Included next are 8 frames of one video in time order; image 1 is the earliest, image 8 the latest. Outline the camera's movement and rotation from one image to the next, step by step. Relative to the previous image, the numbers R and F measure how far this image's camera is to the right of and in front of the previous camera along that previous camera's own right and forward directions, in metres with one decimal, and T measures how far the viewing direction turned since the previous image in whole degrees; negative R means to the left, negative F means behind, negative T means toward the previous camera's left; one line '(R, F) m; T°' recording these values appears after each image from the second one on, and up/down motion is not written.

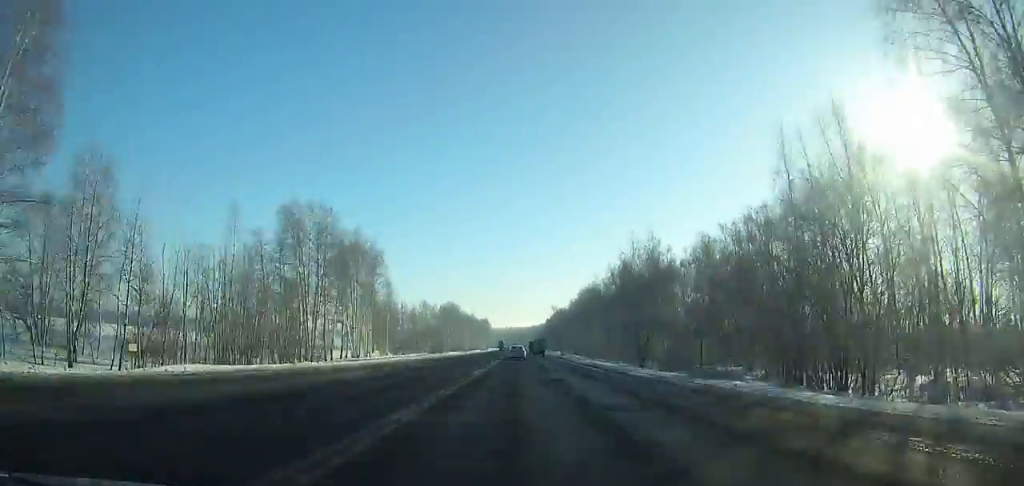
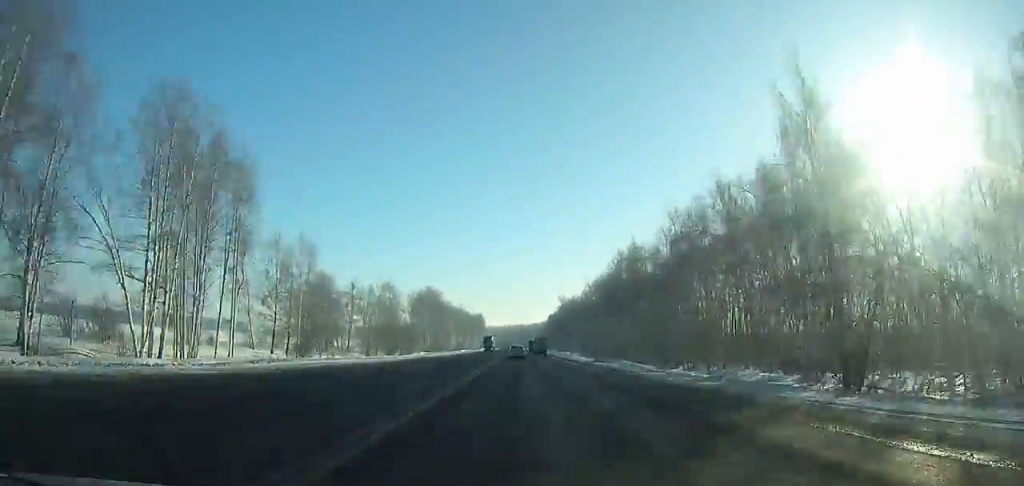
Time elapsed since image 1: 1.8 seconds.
(+0.1, +54.8) m; 0°
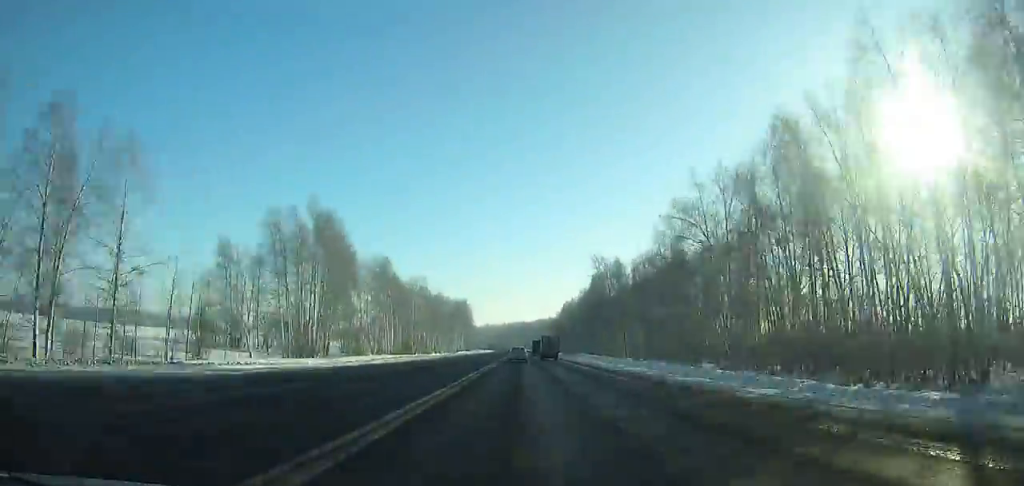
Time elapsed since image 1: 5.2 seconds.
(-0.3, +103.5) m; 0°
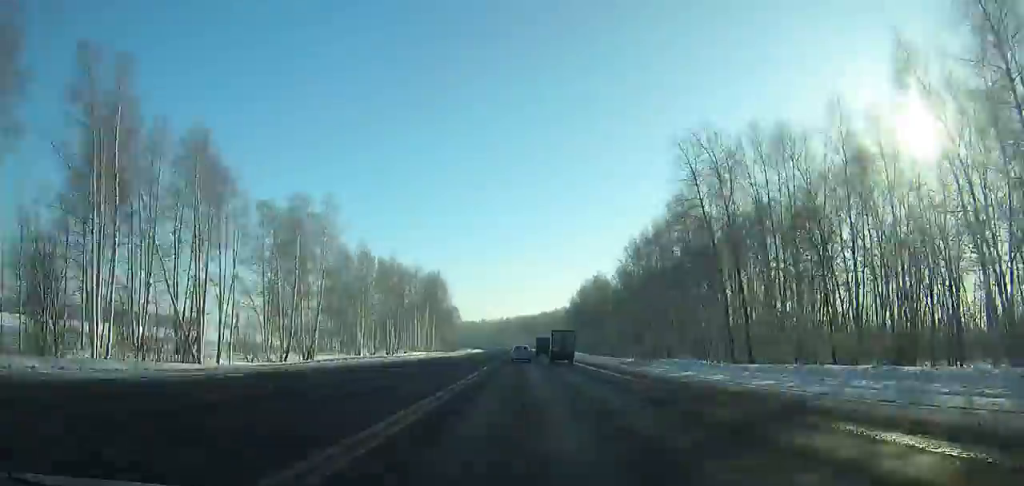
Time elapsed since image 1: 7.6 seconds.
(0.0, +72.4) m; 0°
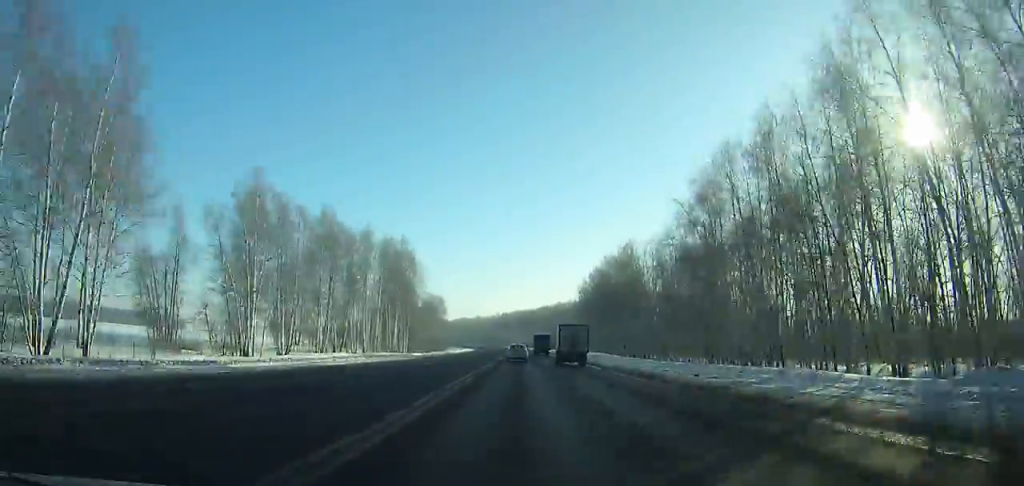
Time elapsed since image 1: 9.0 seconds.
(0.0, +41.7) m; 0°
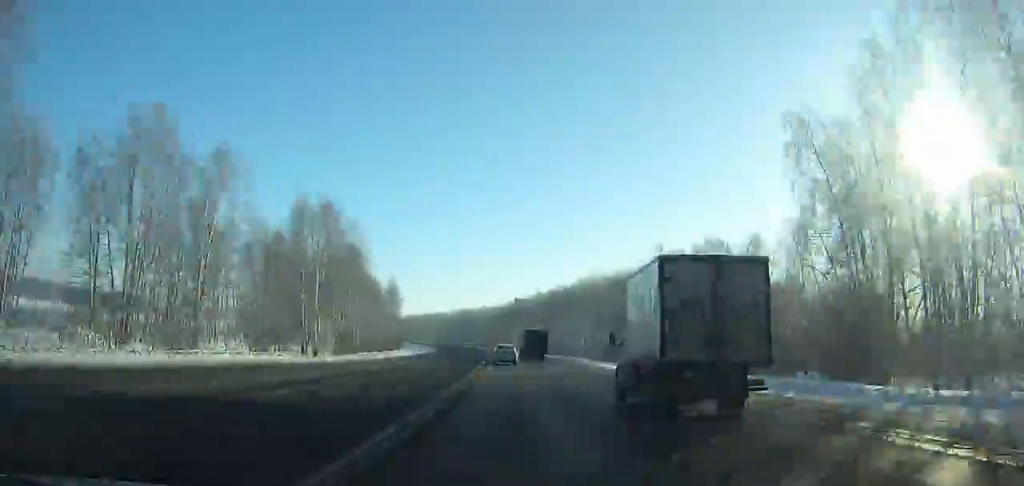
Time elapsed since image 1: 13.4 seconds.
(-1.8, +129.3) m; -4°
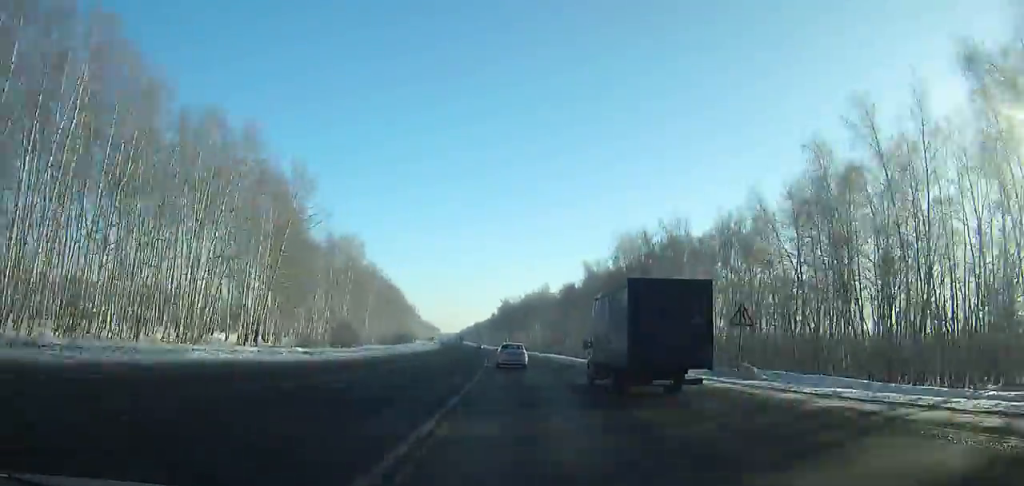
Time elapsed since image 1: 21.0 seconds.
(-24.4, +216.5) m; -12°
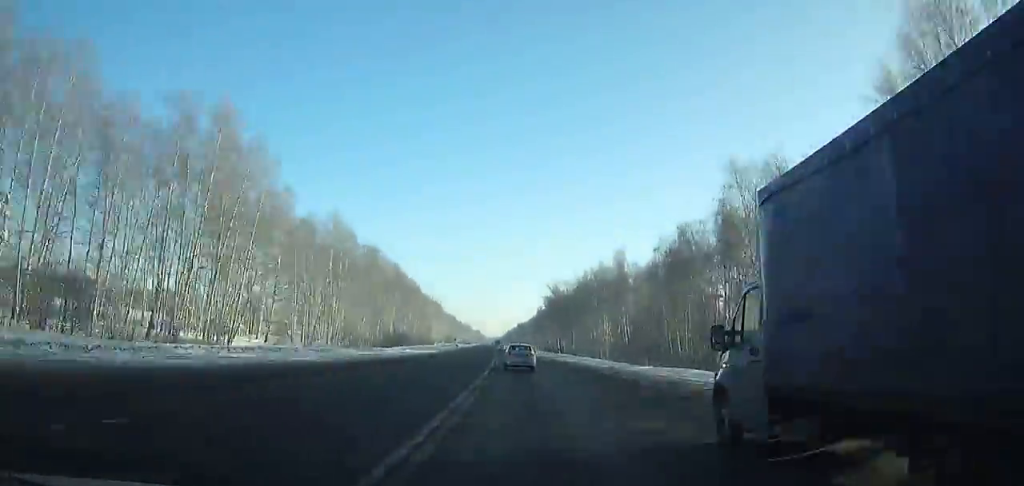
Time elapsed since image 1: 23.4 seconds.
(-2.0, +67.8) m; -3°
